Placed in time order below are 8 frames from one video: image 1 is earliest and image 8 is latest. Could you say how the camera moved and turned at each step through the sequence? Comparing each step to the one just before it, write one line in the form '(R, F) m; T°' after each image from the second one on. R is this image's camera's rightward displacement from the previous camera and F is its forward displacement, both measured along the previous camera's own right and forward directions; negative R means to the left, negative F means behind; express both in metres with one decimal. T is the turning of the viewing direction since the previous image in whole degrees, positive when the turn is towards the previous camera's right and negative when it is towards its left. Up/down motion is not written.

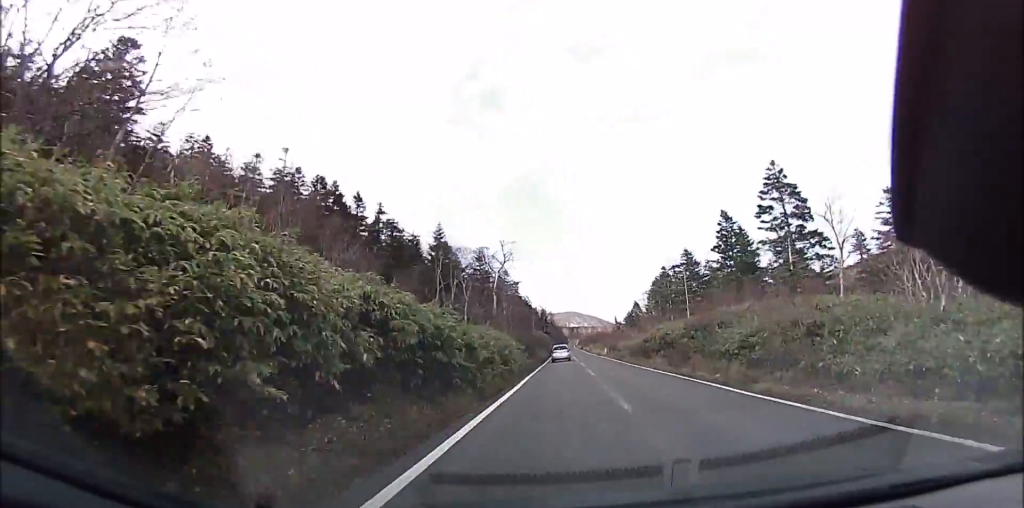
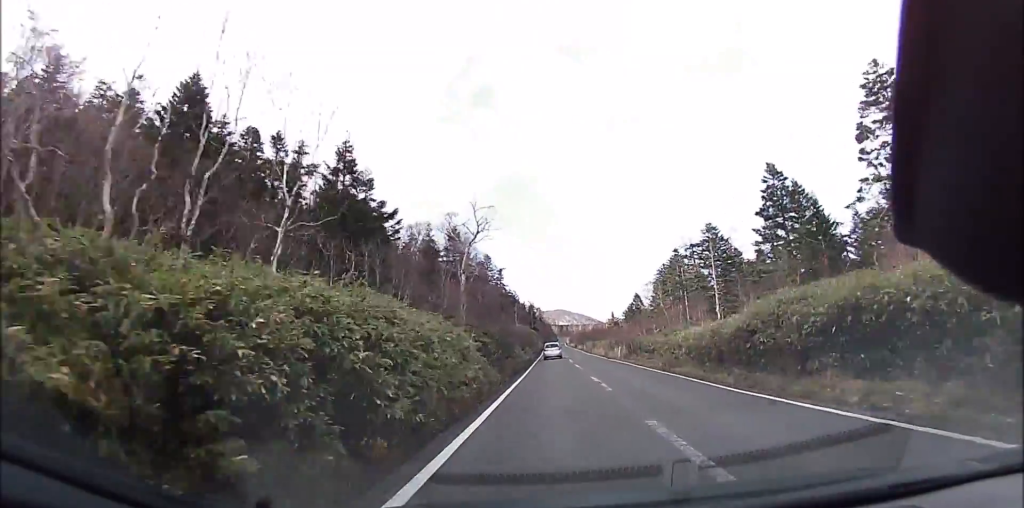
(+0.3, +15.9) m; +2°
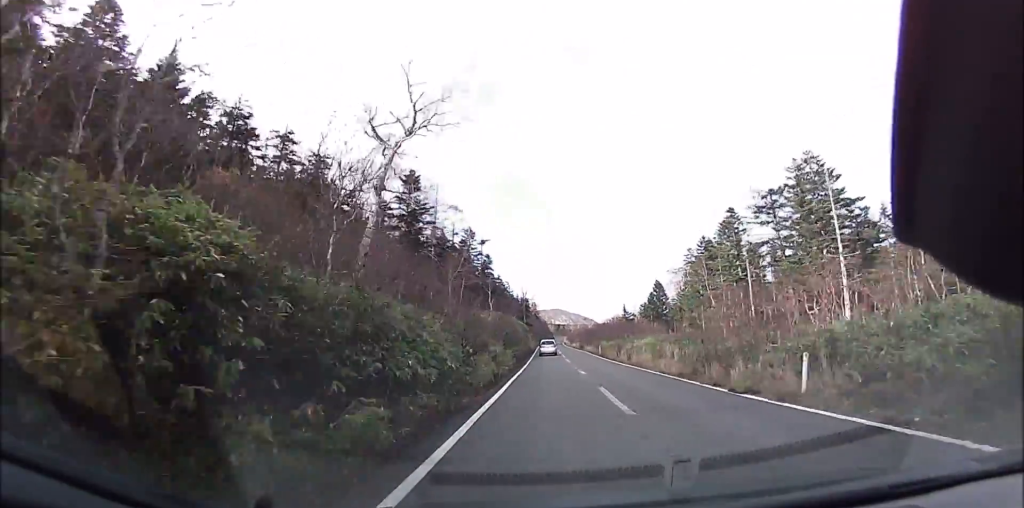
(+0.4, +24.8) m; +2°
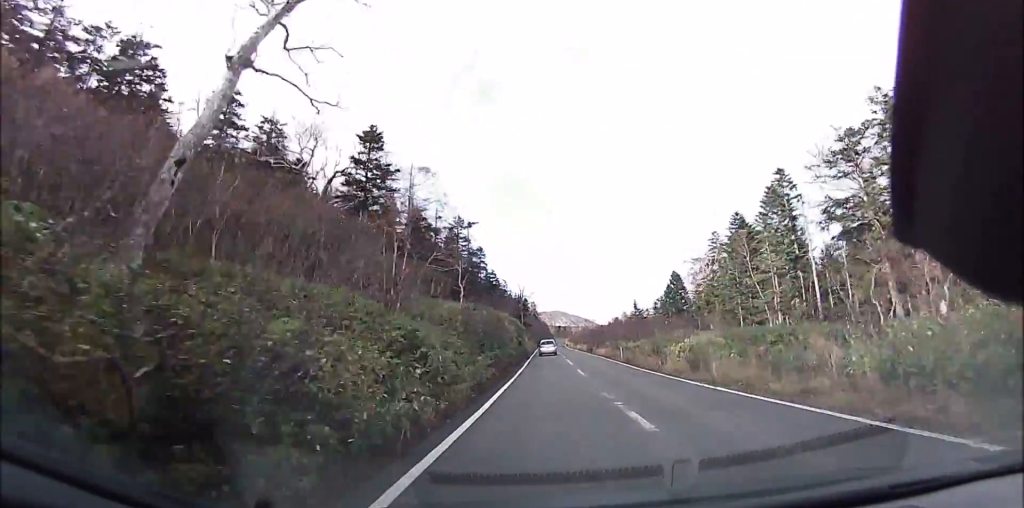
(+0.1, +12.4) m; 0°
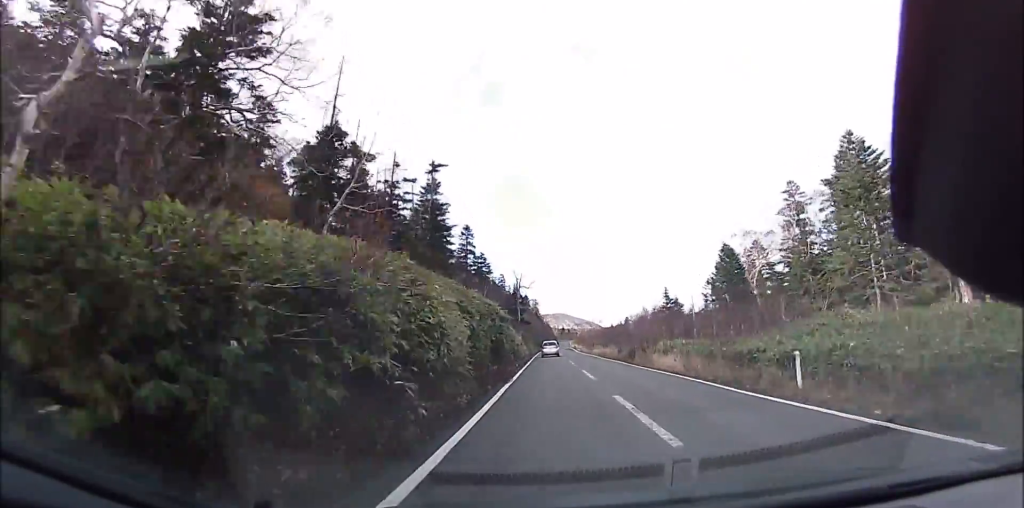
(+0.2, +20.3) m; 0°
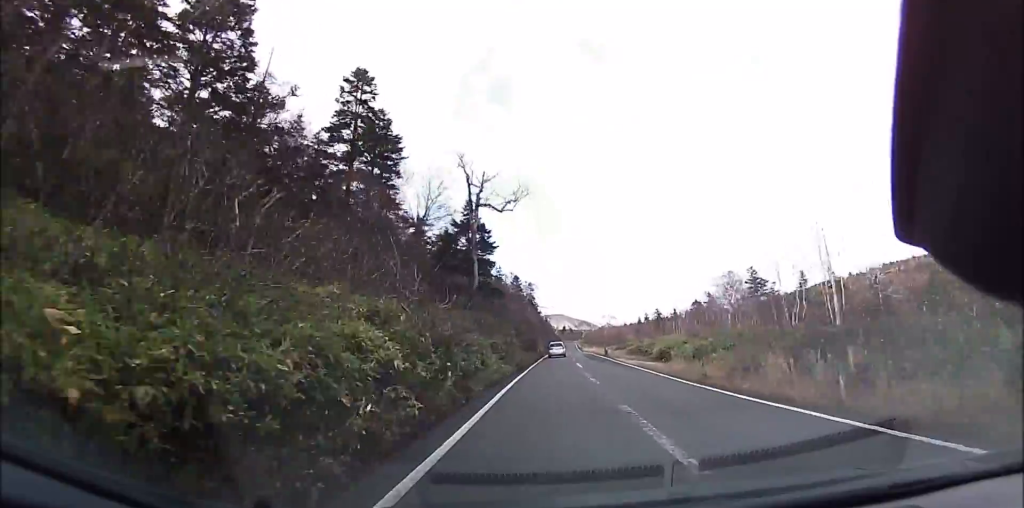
(-0.6, +50.0) m; -1°
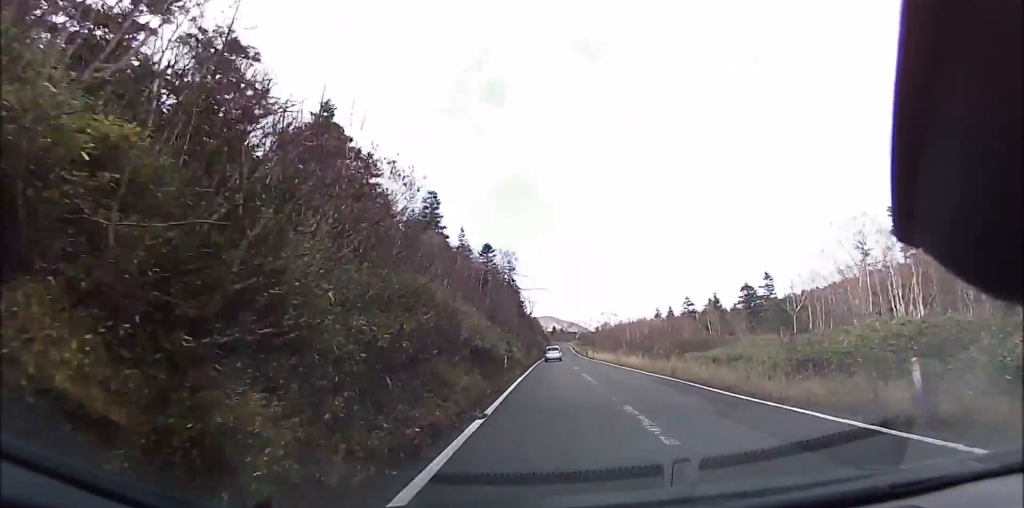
(0.0, +40.1) m; +1°
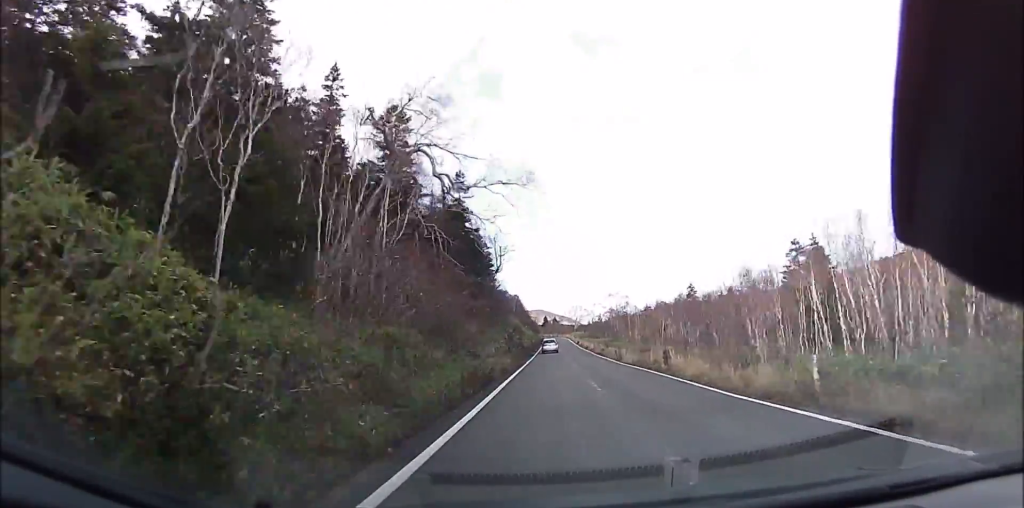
(+1.1, +45.6) m; +2°
